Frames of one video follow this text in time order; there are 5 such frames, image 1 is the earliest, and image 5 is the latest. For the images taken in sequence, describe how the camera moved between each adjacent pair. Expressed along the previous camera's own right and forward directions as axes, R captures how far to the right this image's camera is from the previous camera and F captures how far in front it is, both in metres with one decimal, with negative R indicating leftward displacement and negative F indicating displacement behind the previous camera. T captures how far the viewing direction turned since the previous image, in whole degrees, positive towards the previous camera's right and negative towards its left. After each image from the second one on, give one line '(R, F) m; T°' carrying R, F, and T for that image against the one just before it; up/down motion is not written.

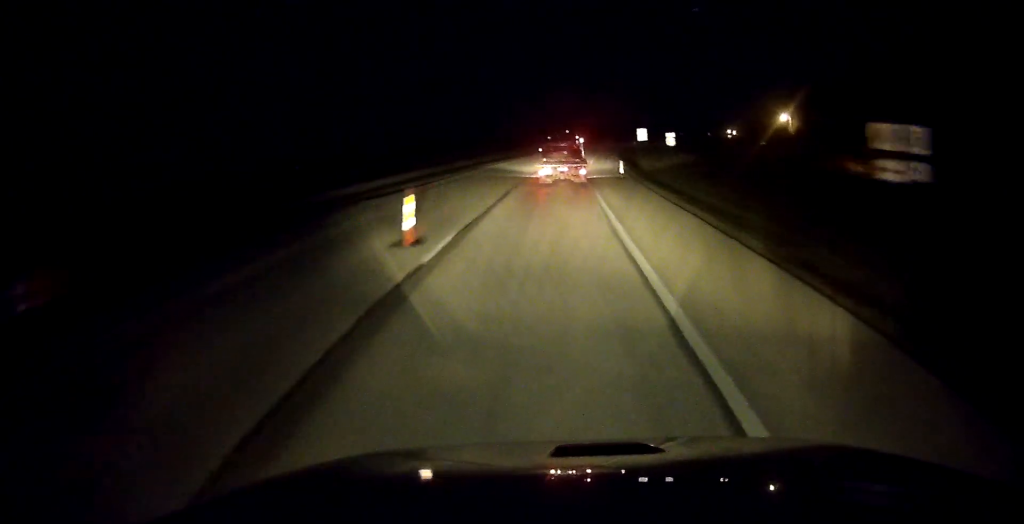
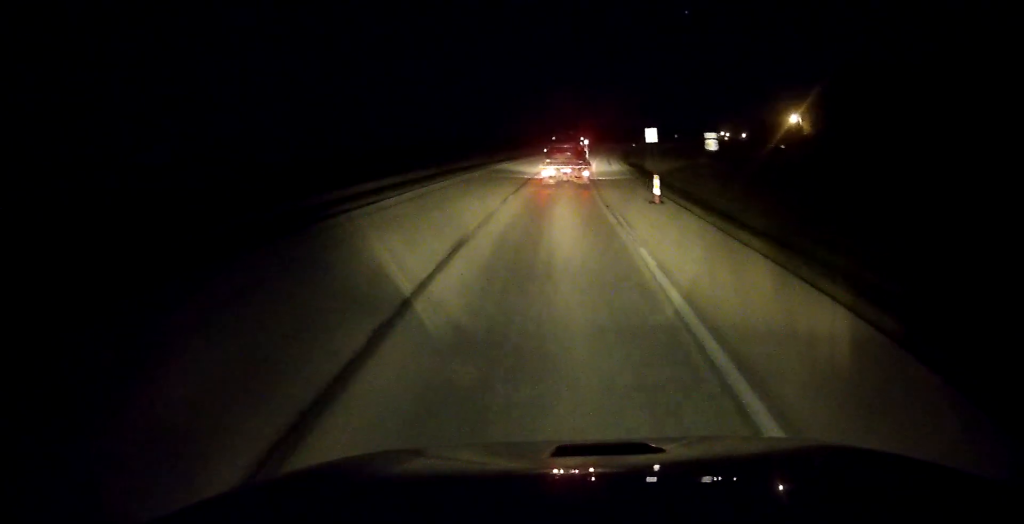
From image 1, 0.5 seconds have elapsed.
(+0.5, +13.3) m; +2°
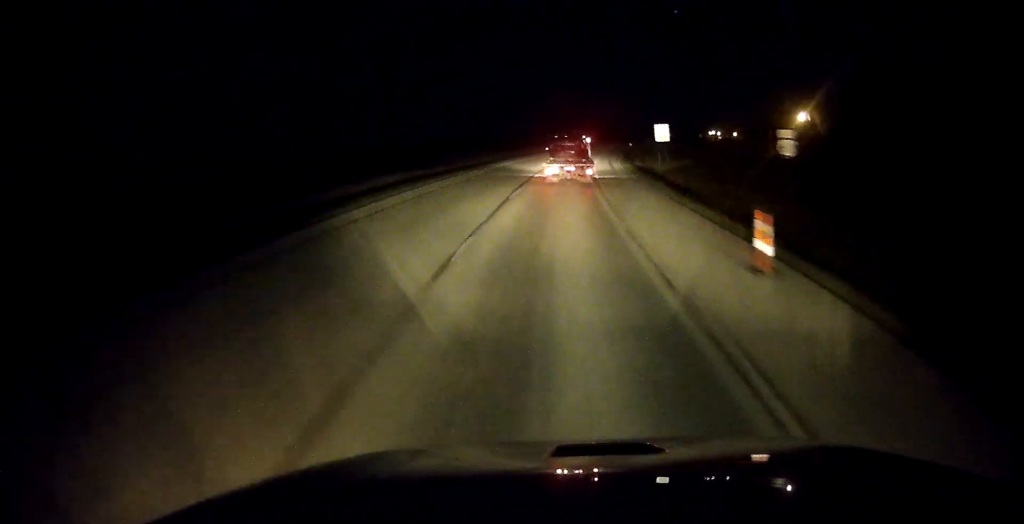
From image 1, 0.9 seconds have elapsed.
(+0.1, +11.5) m; +1°
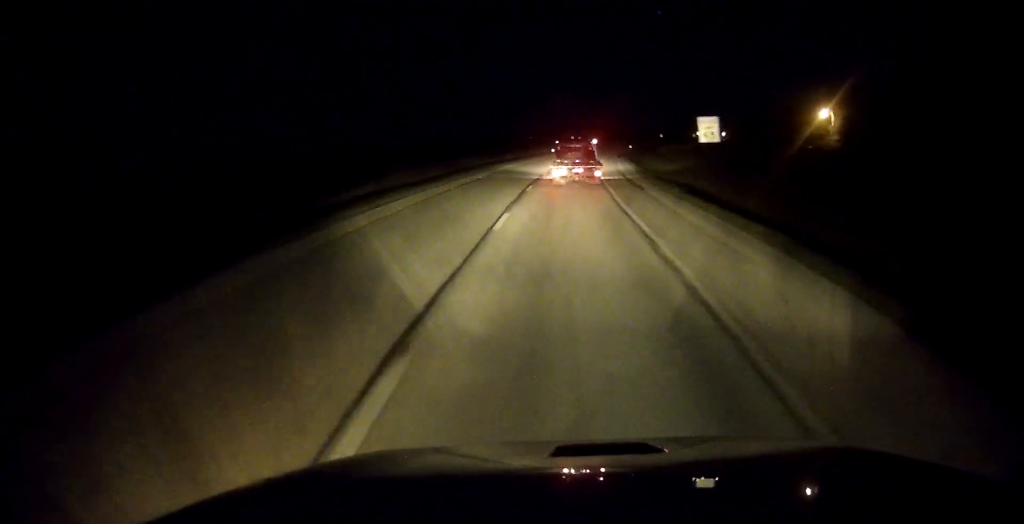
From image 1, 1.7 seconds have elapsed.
(+0.4, +19.8) m; +1°
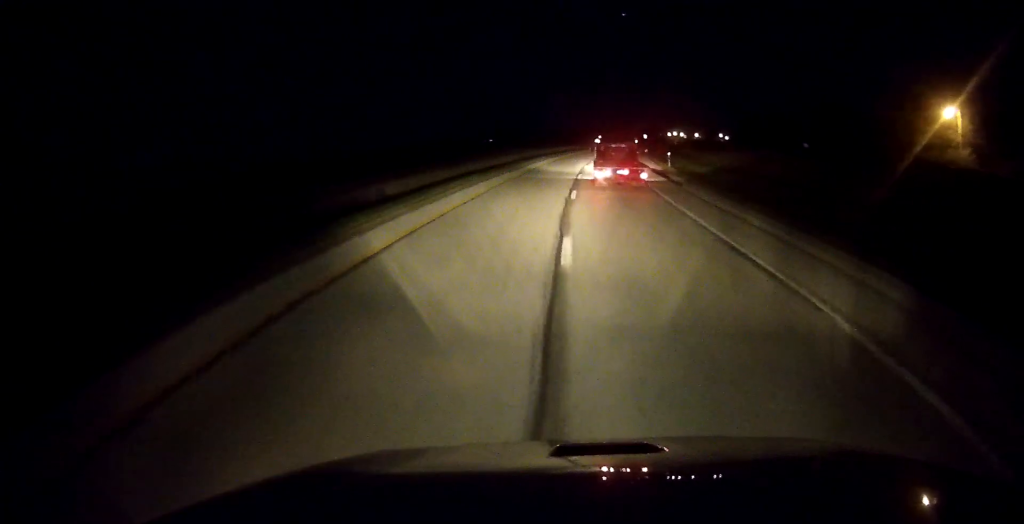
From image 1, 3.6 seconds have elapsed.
(+1.7, +52.9) m; +4°
